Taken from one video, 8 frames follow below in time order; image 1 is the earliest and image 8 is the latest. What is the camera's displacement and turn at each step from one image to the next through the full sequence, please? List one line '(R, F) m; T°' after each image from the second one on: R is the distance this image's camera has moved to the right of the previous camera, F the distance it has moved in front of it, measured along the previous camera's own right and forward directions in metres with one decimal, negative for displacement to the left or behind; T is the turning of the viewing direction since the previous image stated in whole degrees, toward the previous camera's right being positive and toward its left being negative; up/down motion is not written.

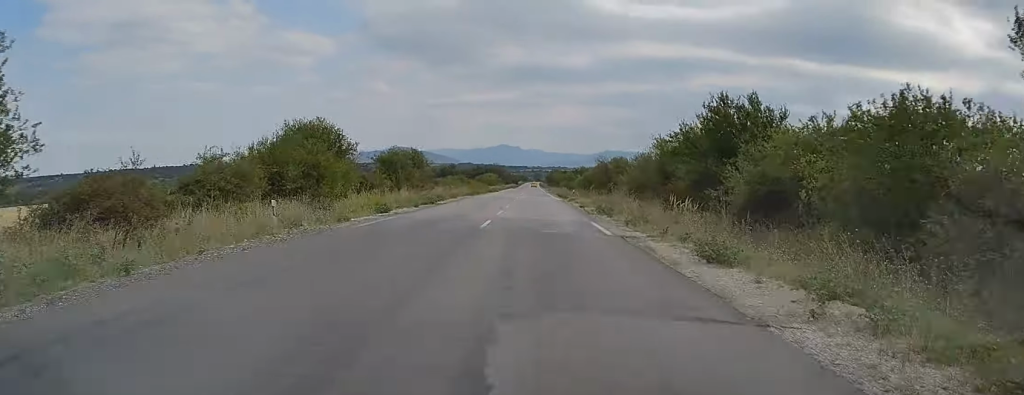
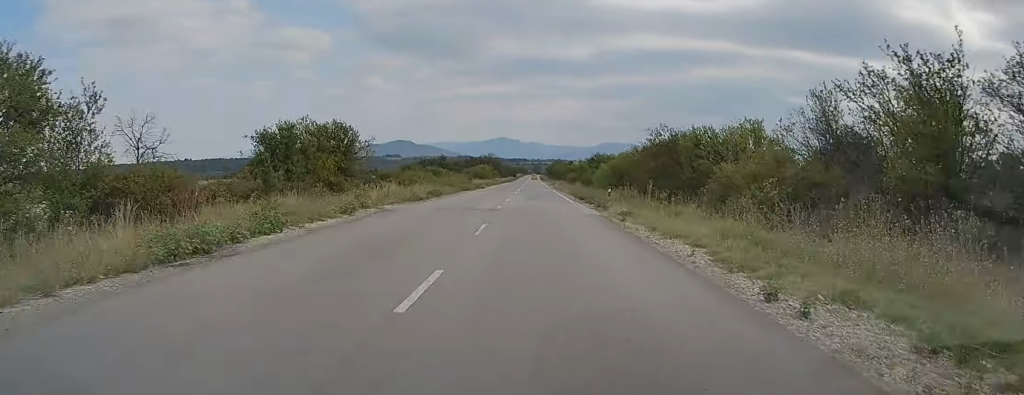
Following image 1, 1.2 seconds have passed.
(-0.2, +29.8) m; 0°
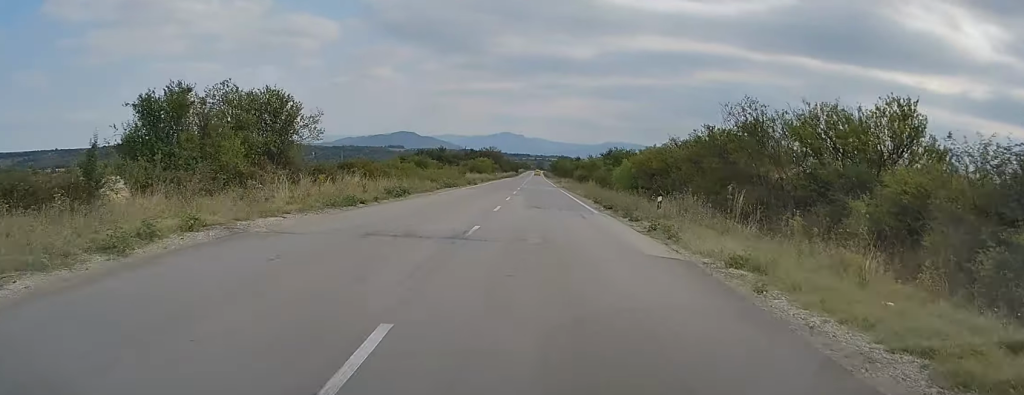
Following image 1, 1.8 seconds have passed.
(0.0, +12.9) m; 0°
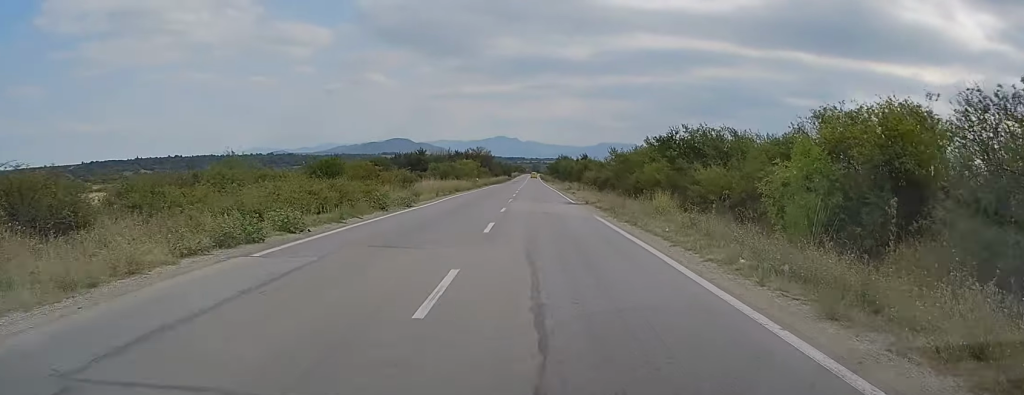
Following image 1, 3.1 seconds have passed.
(+0.1, +32.5) m; 0°
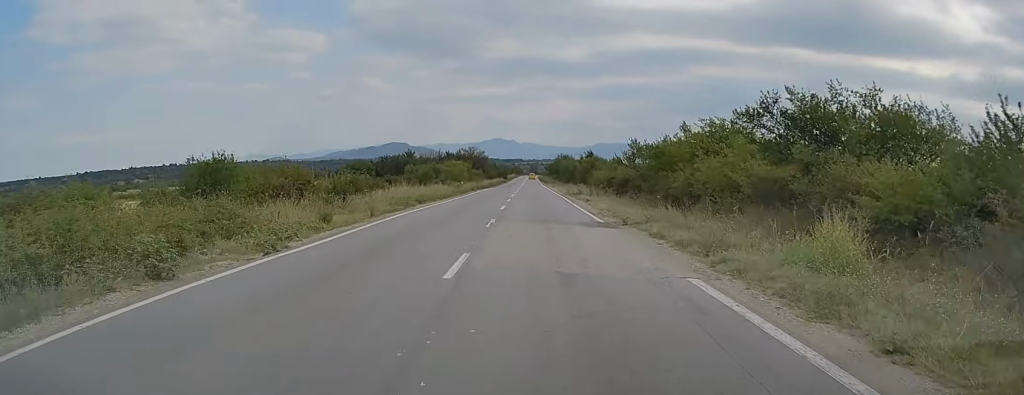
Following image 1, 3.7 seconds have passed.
(0.0, +15.4) m; 0°
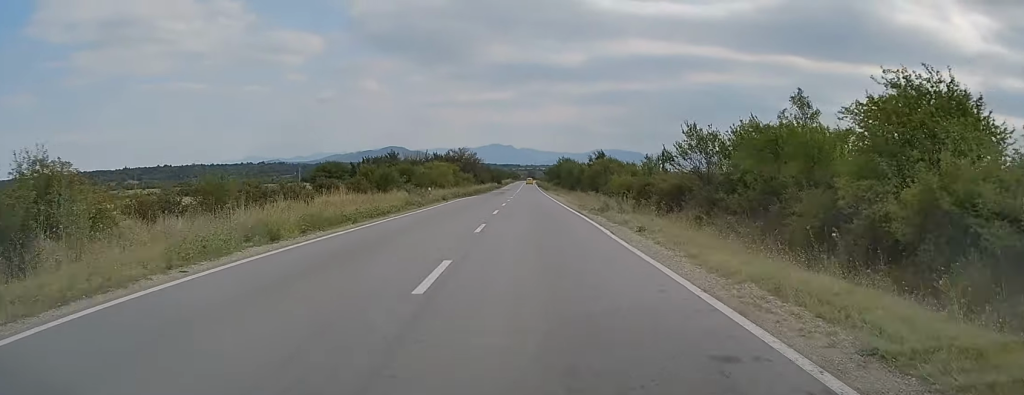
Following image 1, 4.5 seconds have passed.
(0.0, +19.5) m; 0°
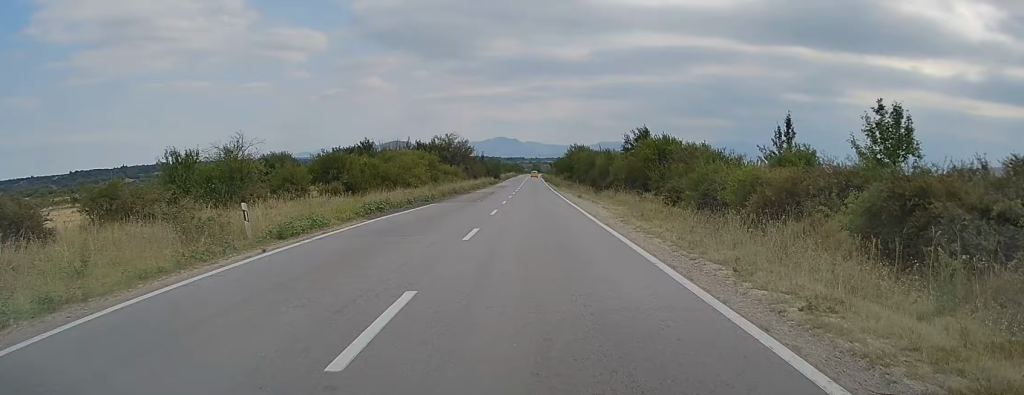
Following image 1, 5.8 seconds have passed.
(0.0, +30.1) m; 0°
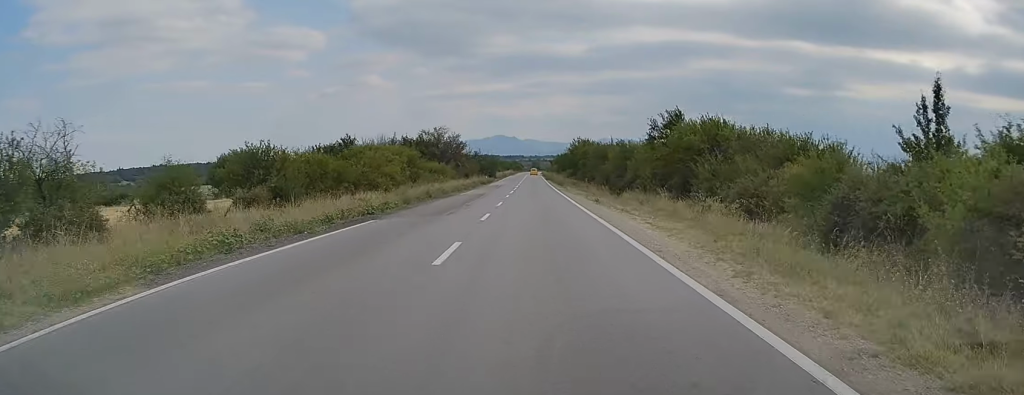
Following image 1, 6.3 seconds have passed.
(-0.1, +13.1) m; 0°
